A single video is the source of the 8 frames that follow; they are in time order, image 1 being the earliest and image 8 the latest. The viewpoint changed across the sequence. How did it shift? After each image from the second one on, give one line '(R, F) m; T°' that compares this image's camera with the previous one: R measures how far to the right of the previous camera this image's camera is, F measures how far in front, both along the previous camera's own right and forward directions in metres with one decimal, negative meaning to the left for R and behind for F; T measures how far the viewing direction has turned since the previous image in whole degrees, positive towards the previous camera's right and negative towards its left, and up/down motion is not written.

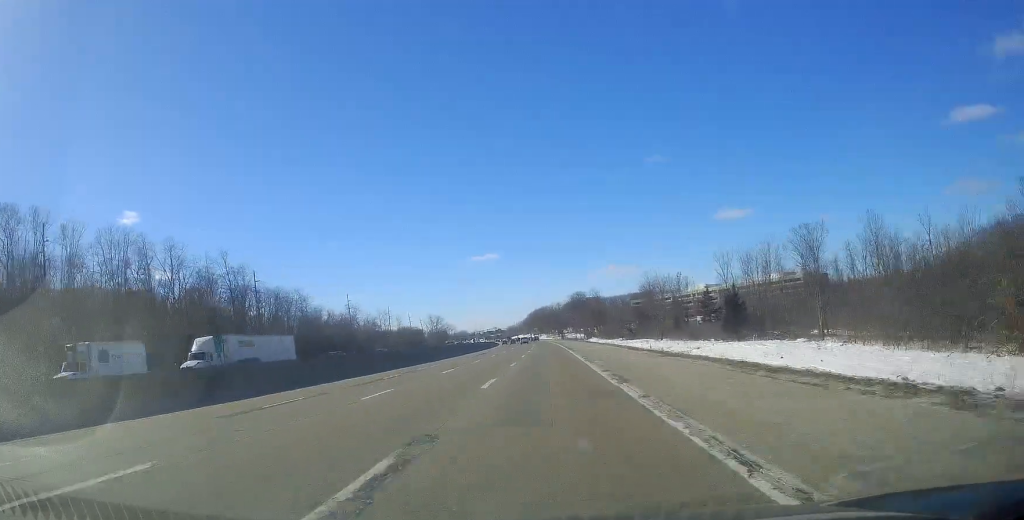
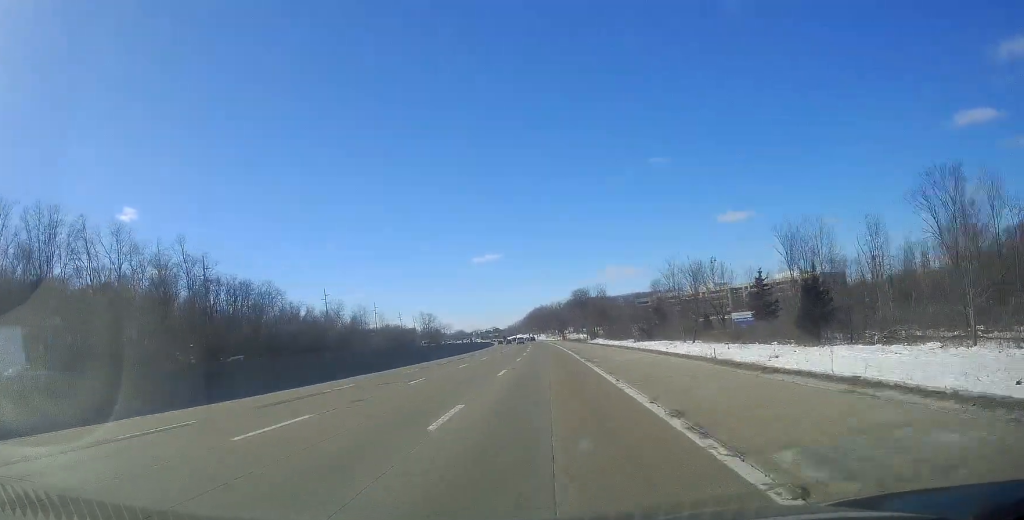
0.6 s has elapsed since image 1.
(-0.4, +23.4) m; 0°
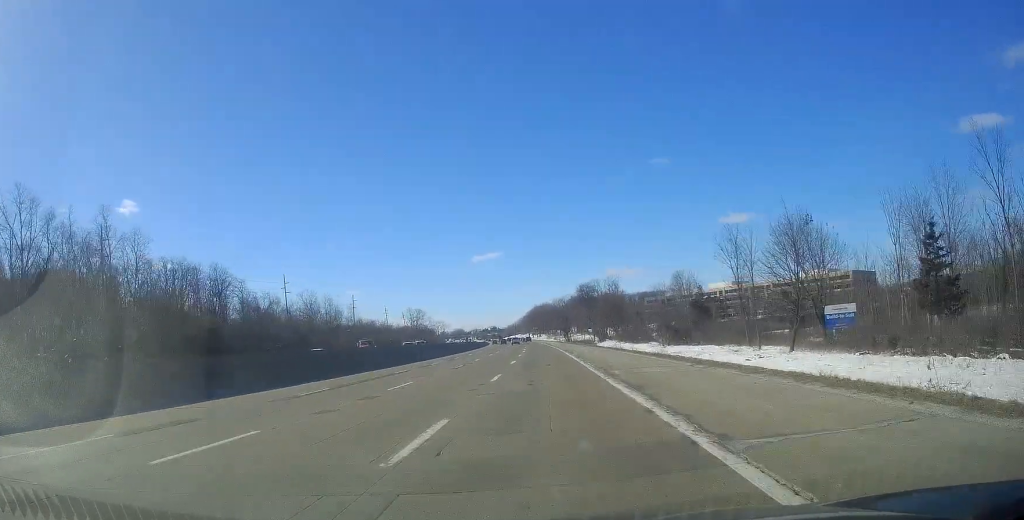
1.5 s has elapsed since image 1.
(-0.1, +33.3) m; 0°
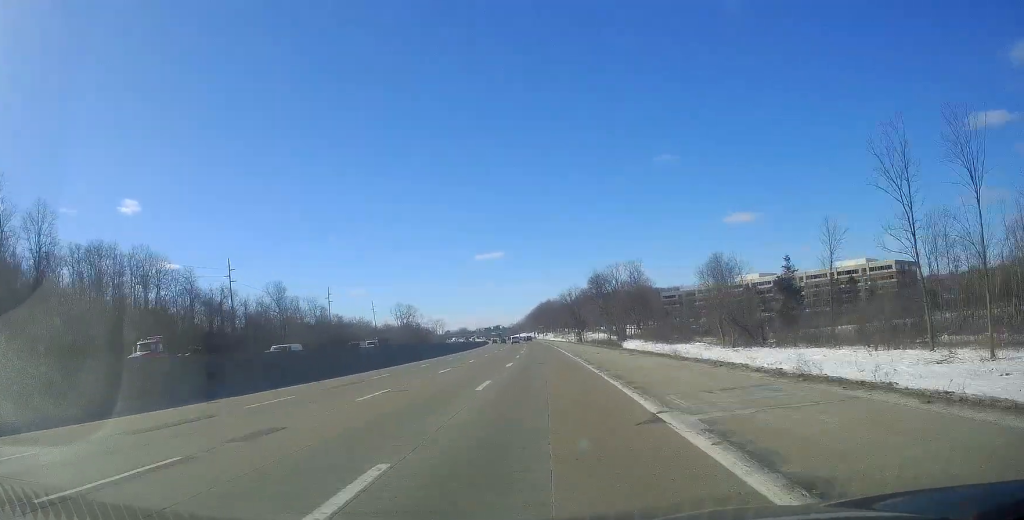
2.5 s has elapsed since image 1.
(+0.5, +34.5) m; 0°
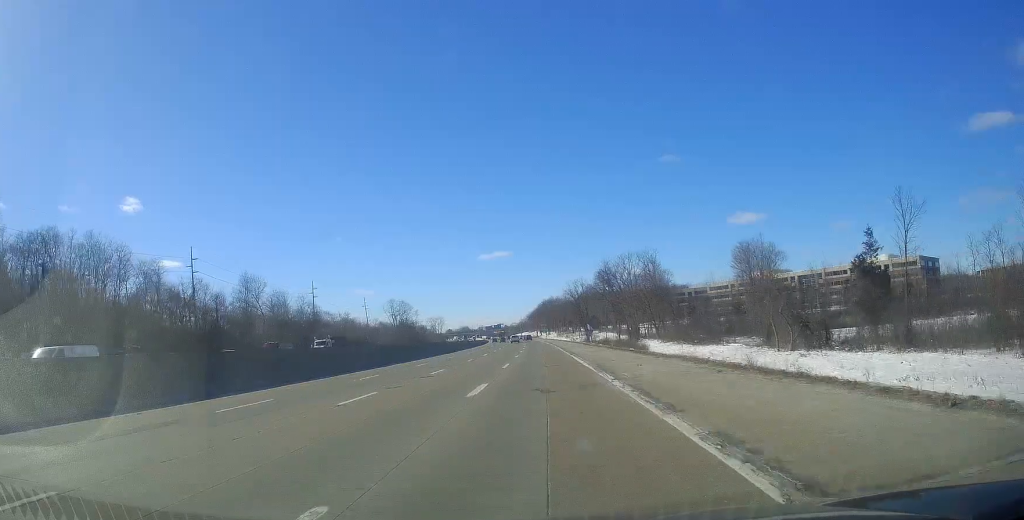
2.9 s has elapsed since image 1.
(-0.1, +17.2) m; -1°
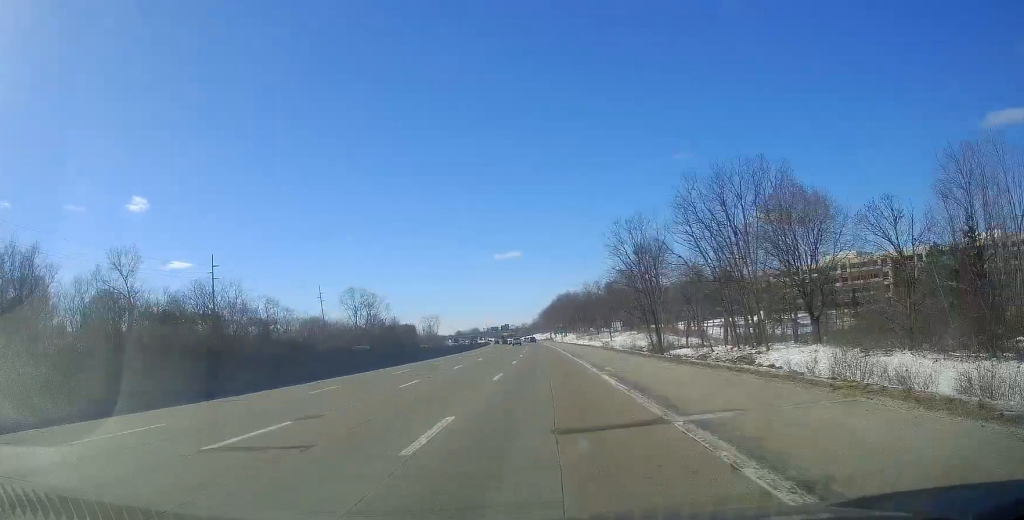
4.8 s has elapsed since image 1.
(-1.2, +68.8) m; -2°
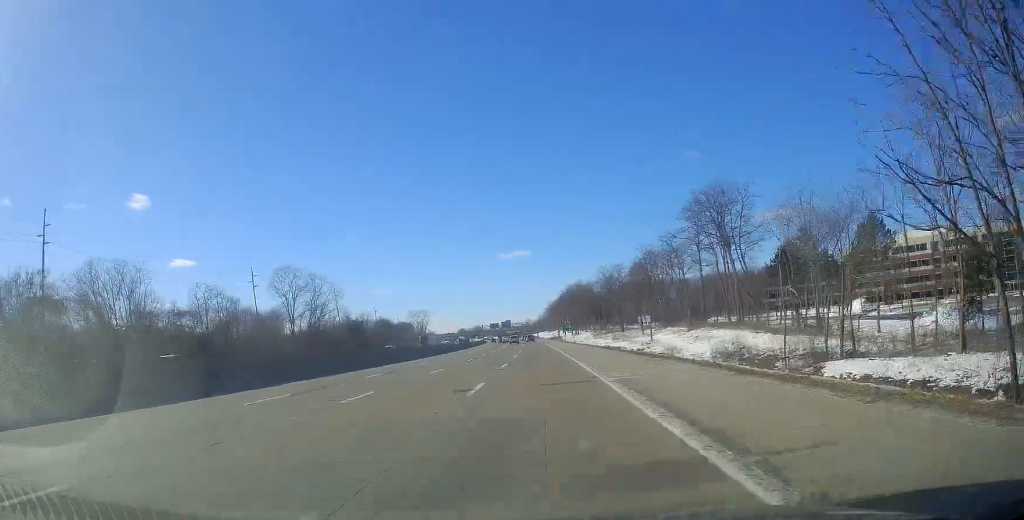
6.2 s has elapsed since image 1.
(-0.5, +52.4) m; 0°
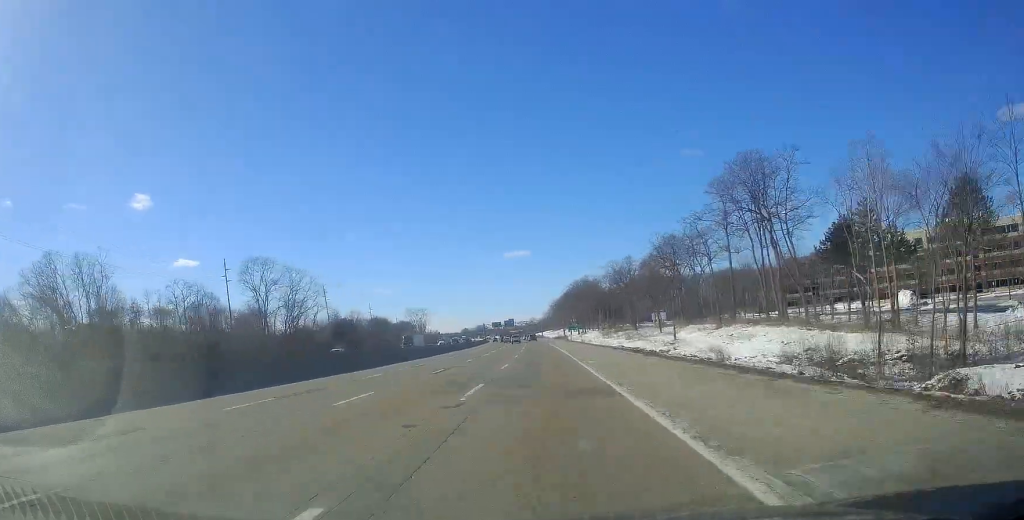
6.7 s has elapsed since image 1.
(+0.2, +15.6) m; 0°
